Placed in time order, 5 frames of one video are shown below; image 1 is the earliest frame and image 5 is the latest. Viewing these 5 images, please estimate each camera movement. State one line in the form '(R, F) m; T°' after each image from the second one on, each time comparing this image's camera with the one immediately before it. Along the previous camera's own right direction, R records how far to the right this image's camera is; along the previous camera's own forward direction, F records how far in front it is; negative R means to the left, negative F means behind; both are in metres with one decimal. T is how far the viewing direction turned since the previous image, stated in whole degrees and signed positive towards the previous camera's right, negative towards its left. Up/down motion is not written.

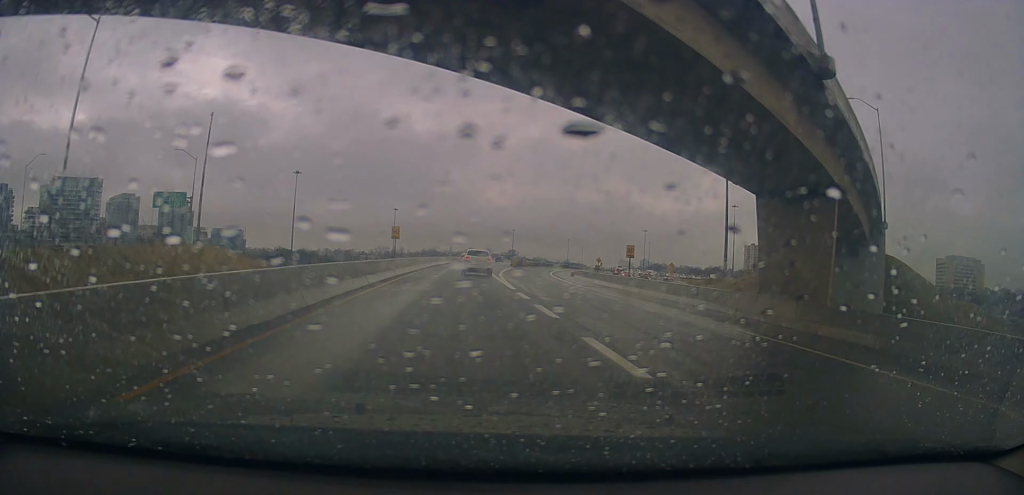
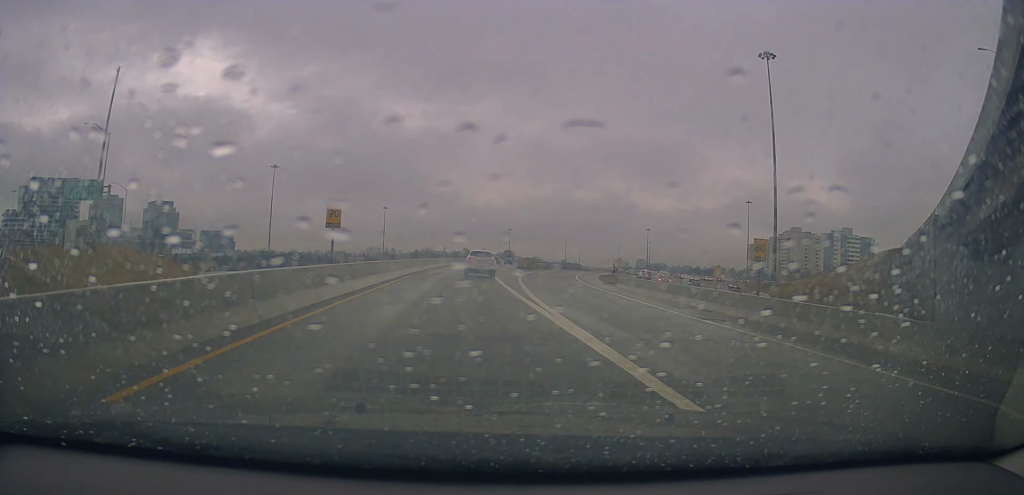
(+0.3, +18.8) m; +3°
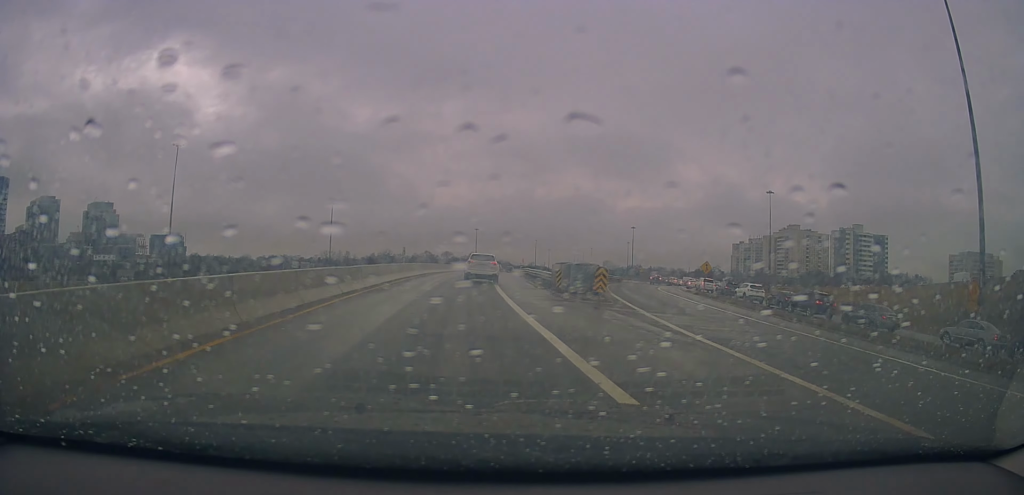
(+0.9, +45.2) m; +1°
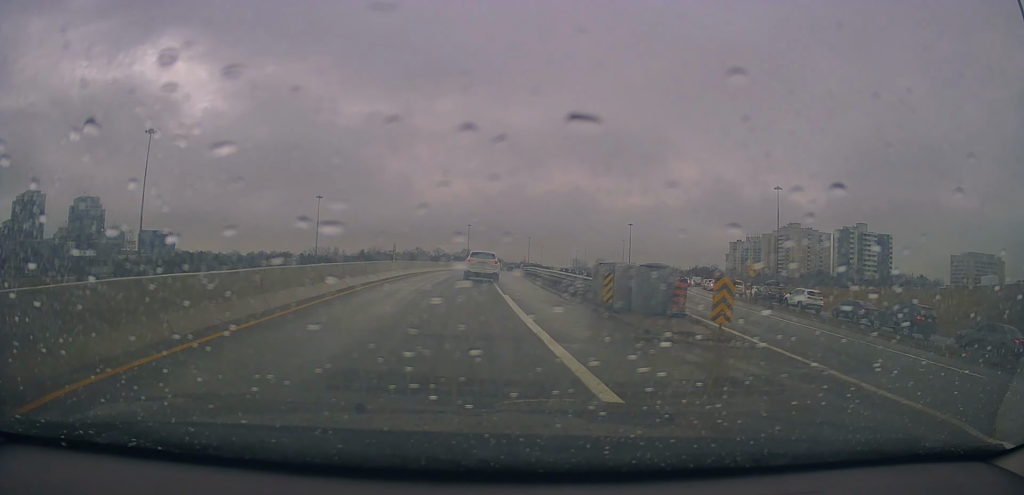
(+0.1, +10.6) m; +1°
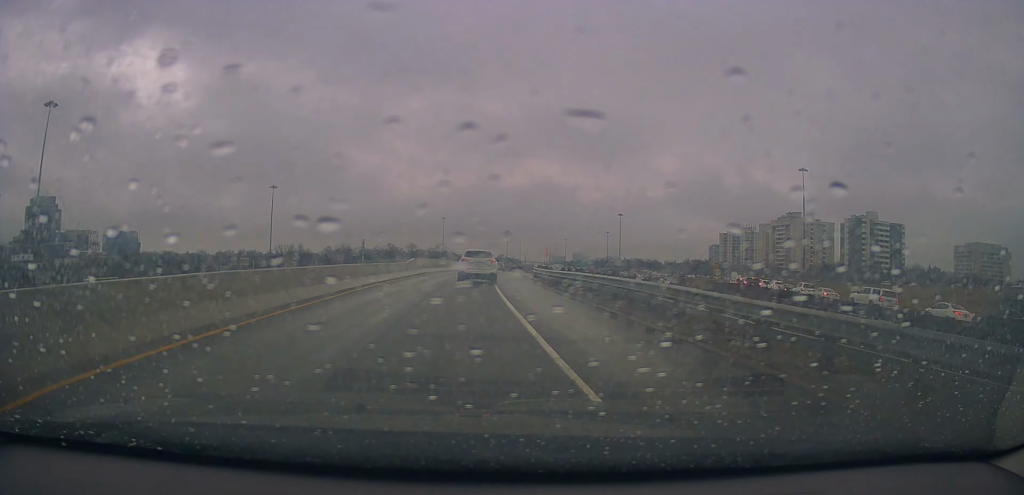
(+0.6, +30.0) m; +3°
